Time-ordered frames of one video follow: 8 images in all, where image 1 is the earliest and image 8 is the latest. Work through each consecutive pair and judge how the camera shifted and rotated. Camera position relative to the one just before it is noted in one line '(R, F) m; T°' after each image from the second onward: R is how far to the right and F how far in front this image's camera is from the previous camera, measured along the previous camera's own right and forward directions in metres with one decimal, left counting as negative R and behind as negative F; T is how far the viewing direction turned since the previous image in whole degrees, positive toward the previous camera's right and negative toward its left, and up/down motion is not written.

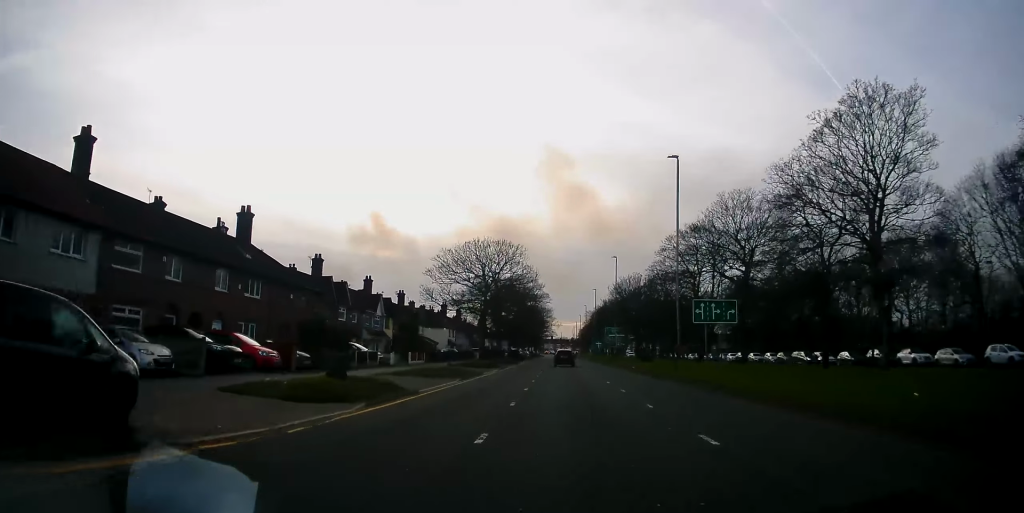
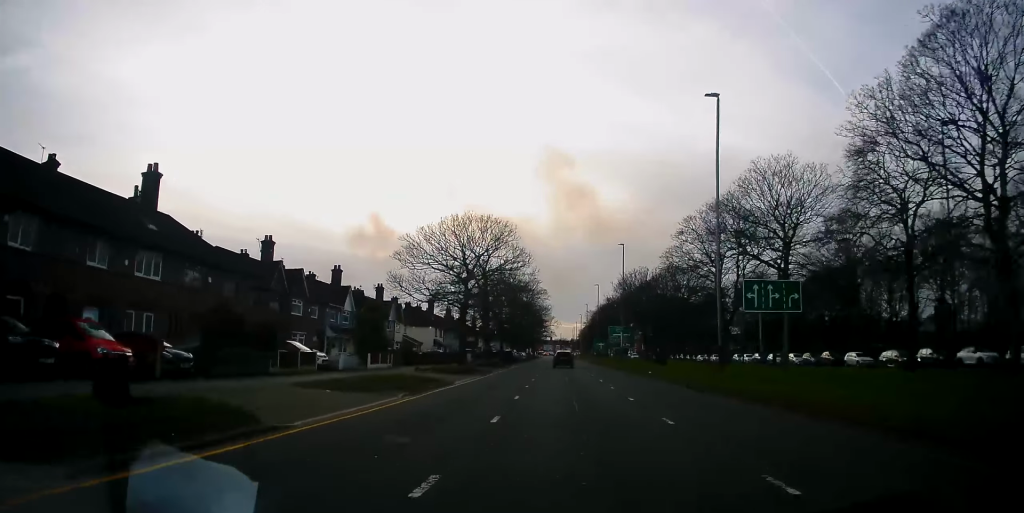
(+0.2, +9.2) m; 0°
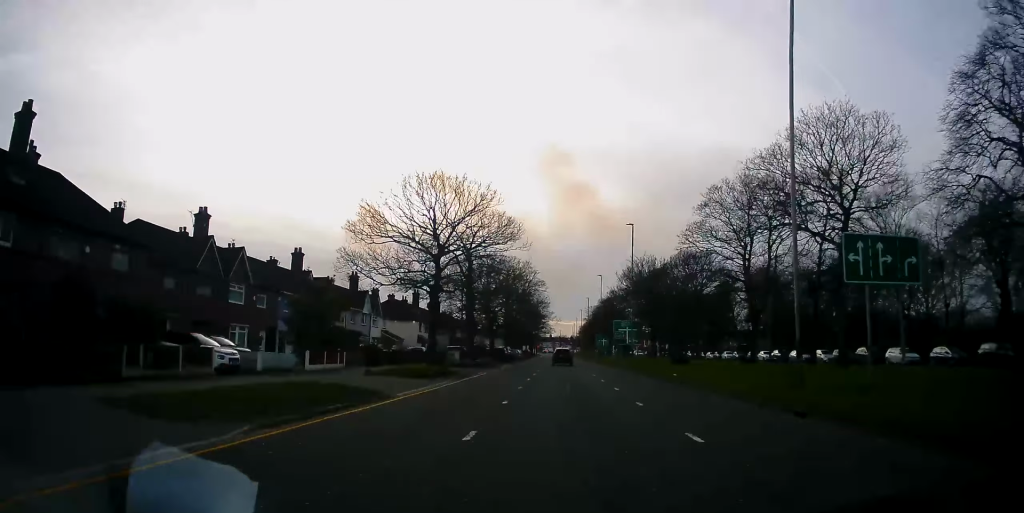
(-0.1, +8.8) m; 0°
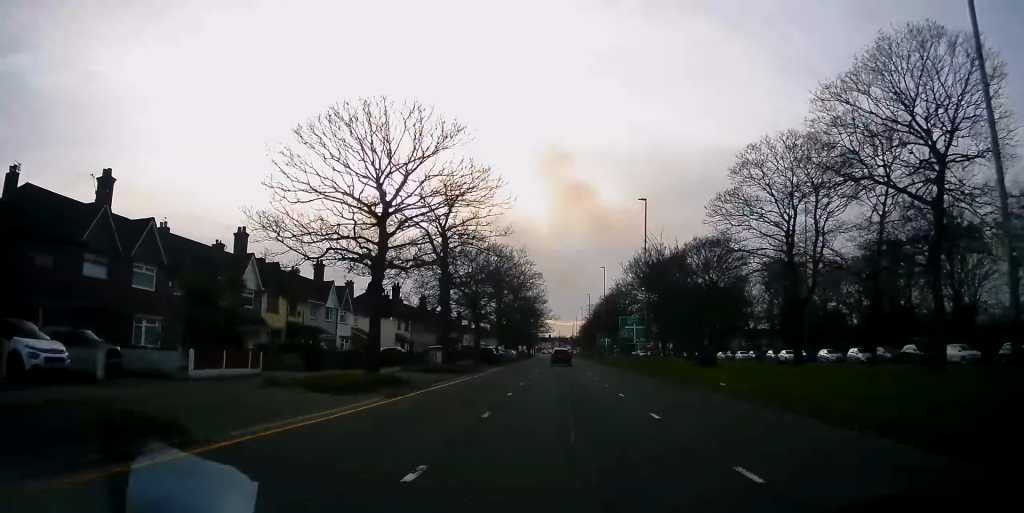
(0.0, +9.2) m; 0°
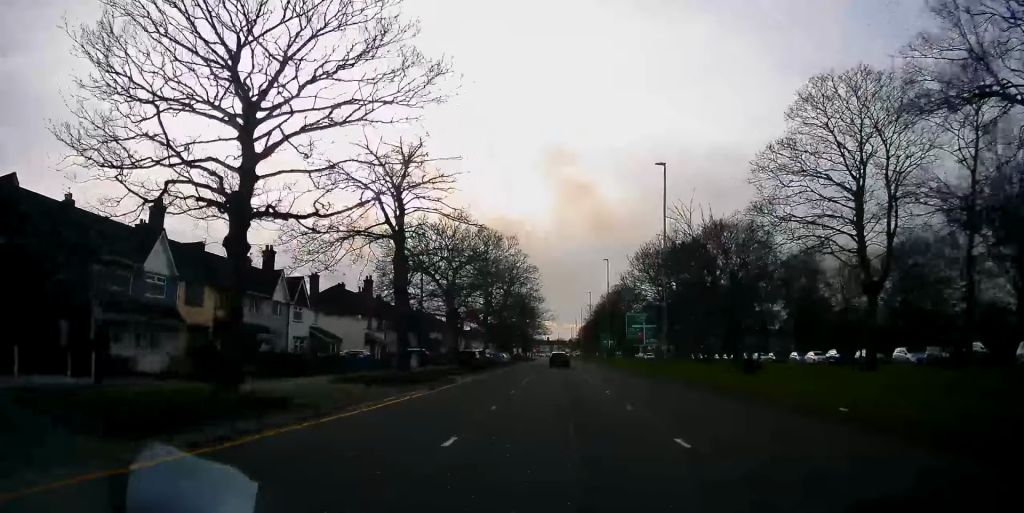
(+0.1, +9.6) m; +1°
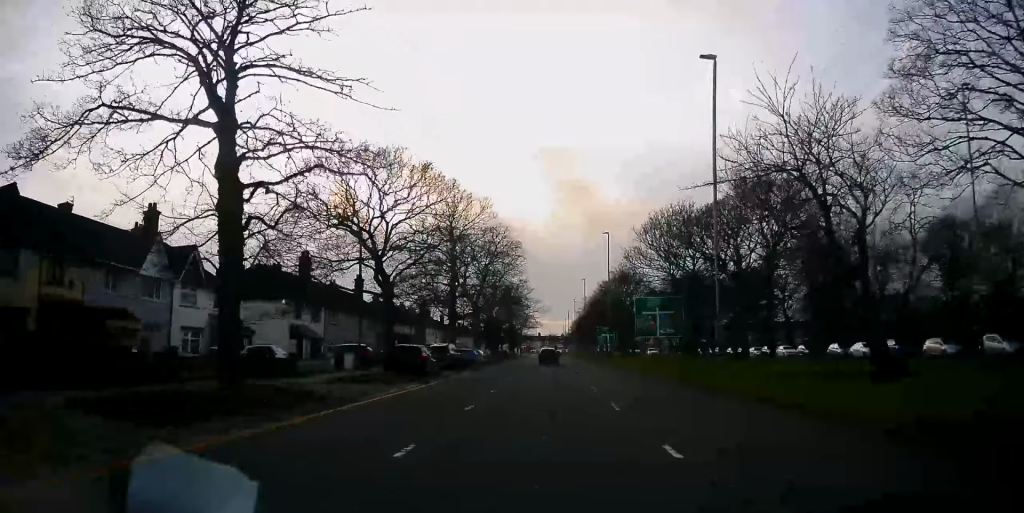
(+0.2, +13.7) m; 0°
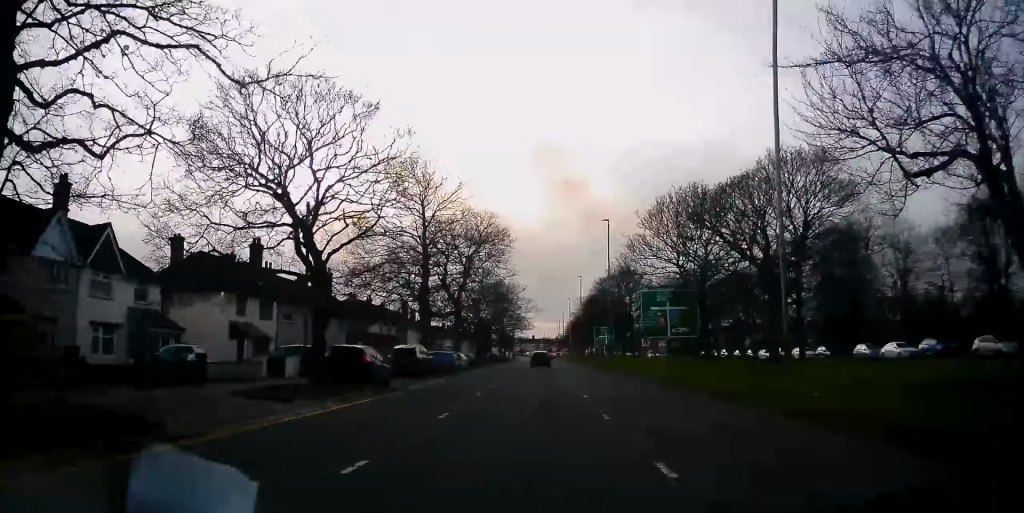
(-0.1, +7.1) m; 0°
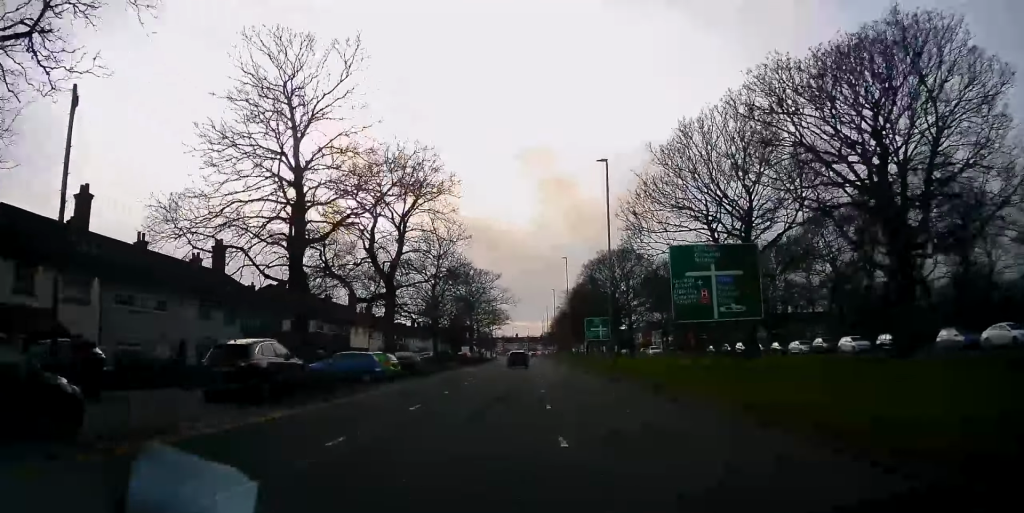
(-0.1, +15.8) m; 0°
